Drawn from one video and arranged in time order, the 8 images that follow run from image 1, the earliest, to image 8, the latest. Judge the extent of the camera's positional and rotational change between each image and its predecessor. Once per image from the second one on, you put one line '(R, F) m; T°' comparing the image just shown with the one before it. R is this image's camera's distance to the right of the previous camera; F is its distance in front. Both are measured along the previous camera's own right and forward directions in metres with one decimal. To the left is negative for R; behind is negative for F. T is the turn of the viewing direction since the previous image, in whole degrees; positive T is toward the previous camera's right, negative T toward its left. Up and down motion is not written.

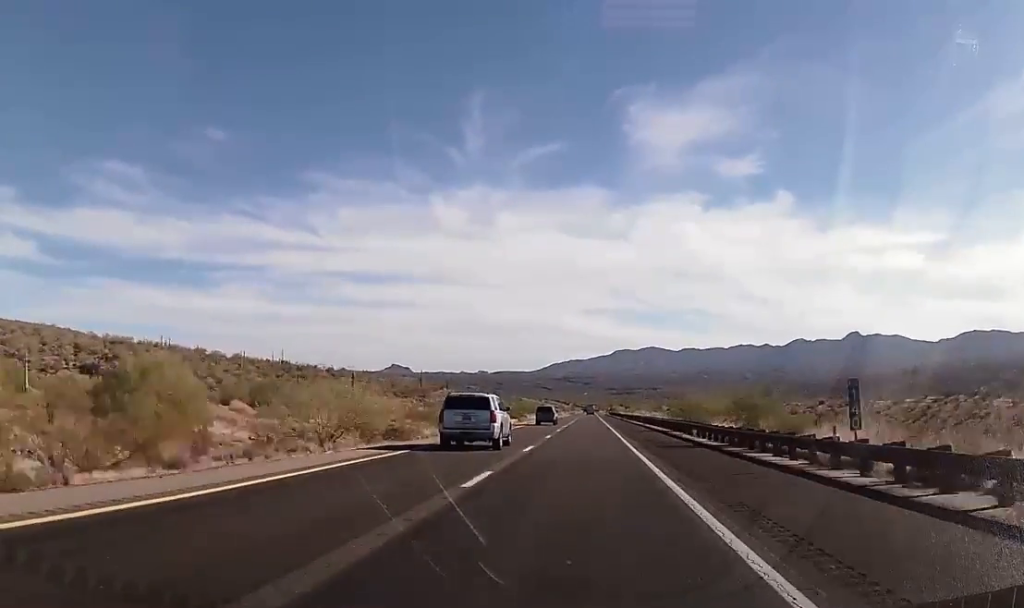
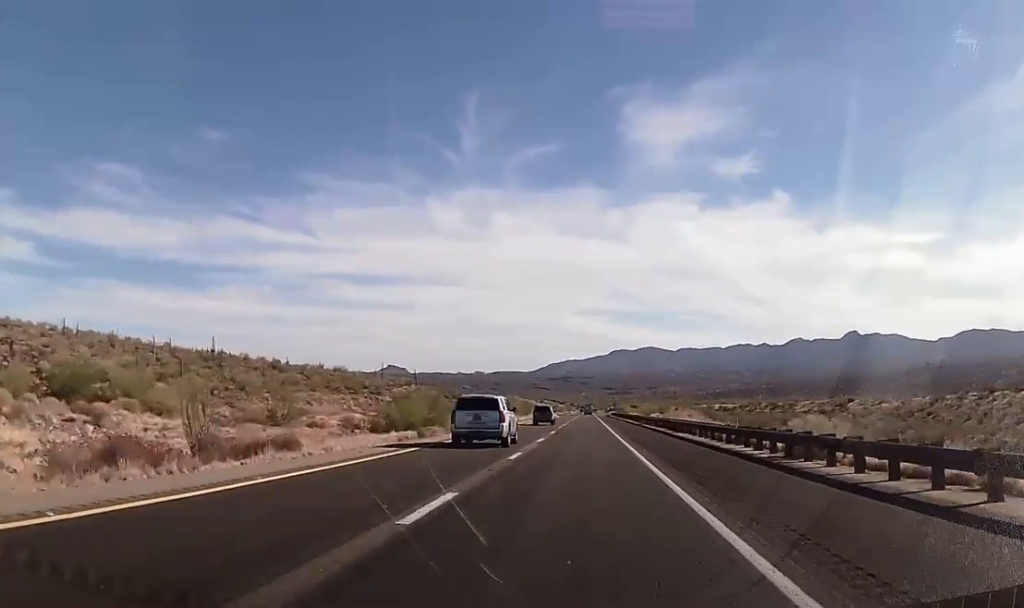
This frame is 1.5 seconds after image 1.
(+0.2, +53.2) m; 0°
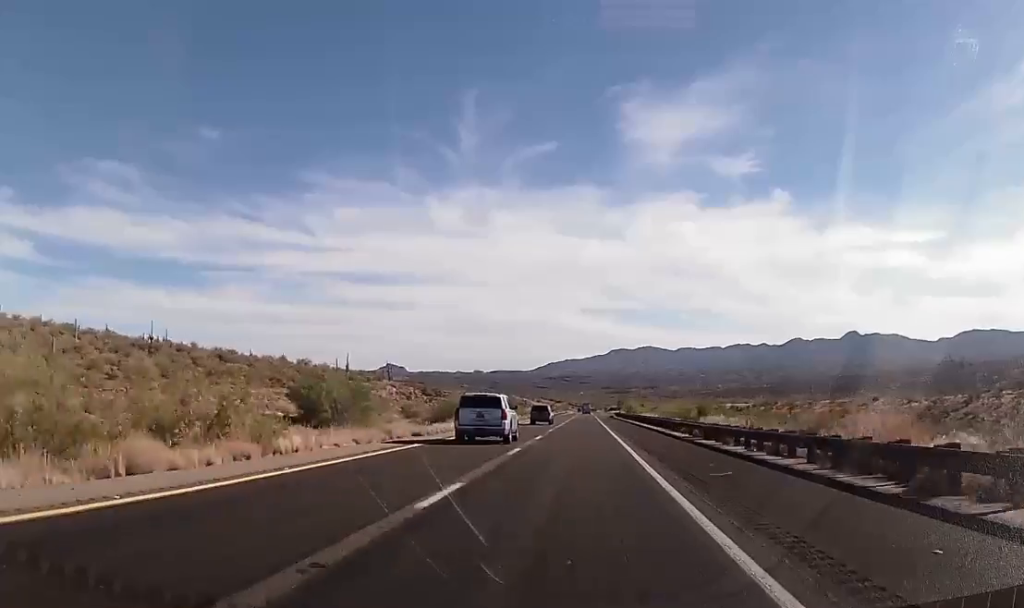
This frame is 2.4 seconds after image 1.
(+0.1, +33.9) m; -1°
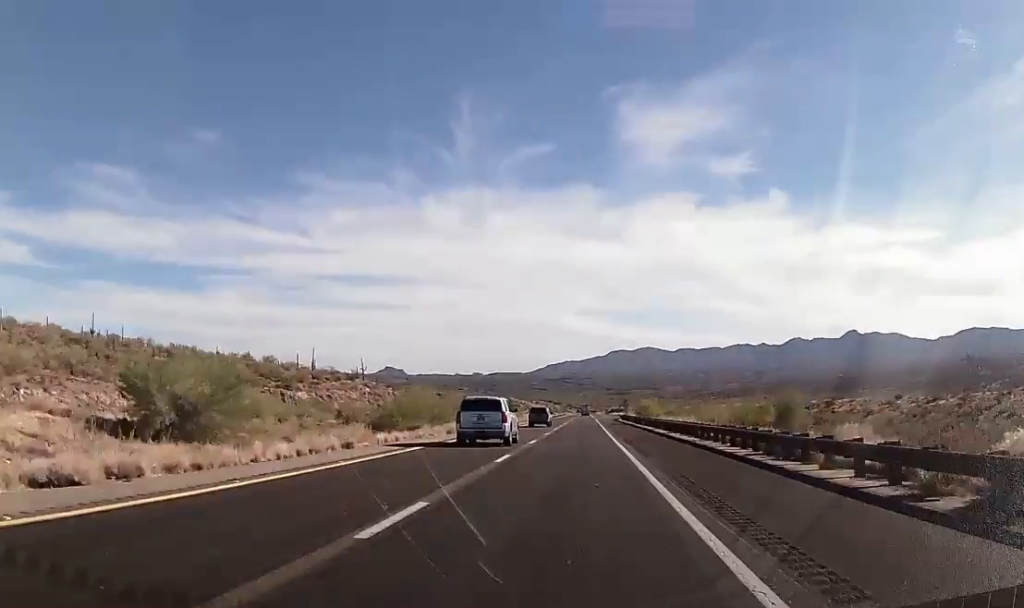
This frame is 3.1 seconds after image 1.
(-0.4, +26.6) m; 0°
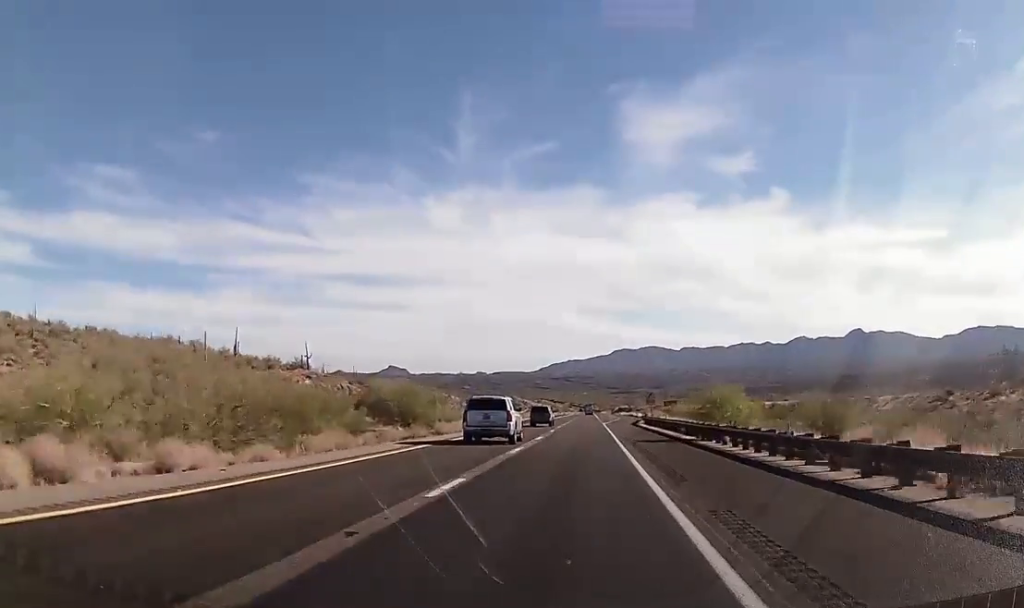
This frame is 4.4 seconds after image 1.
(+0.4, +44.8) m; +1°
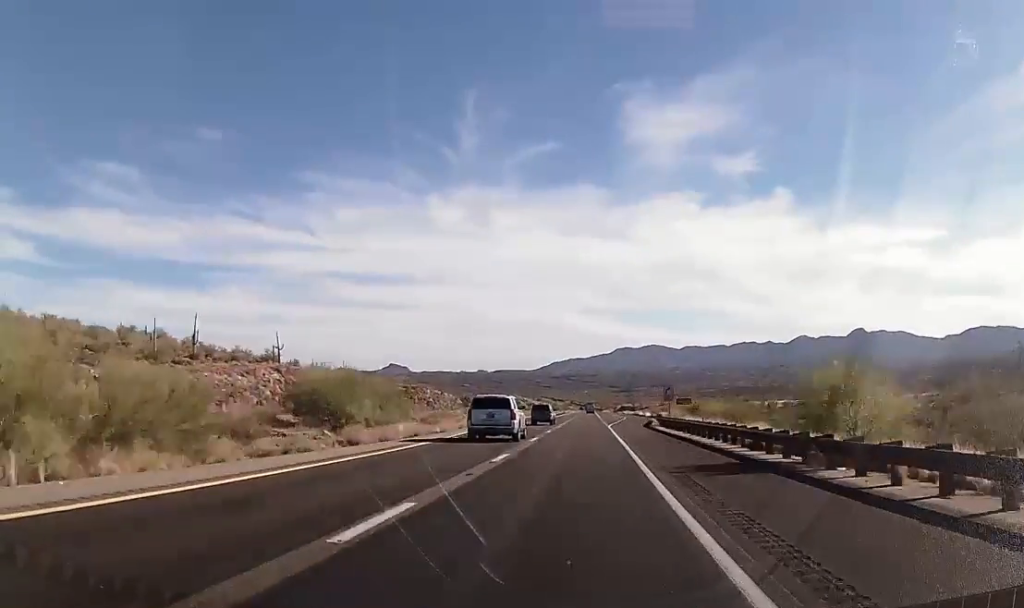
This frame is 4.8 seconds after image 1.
(+0.2, +16.9) m; 0°
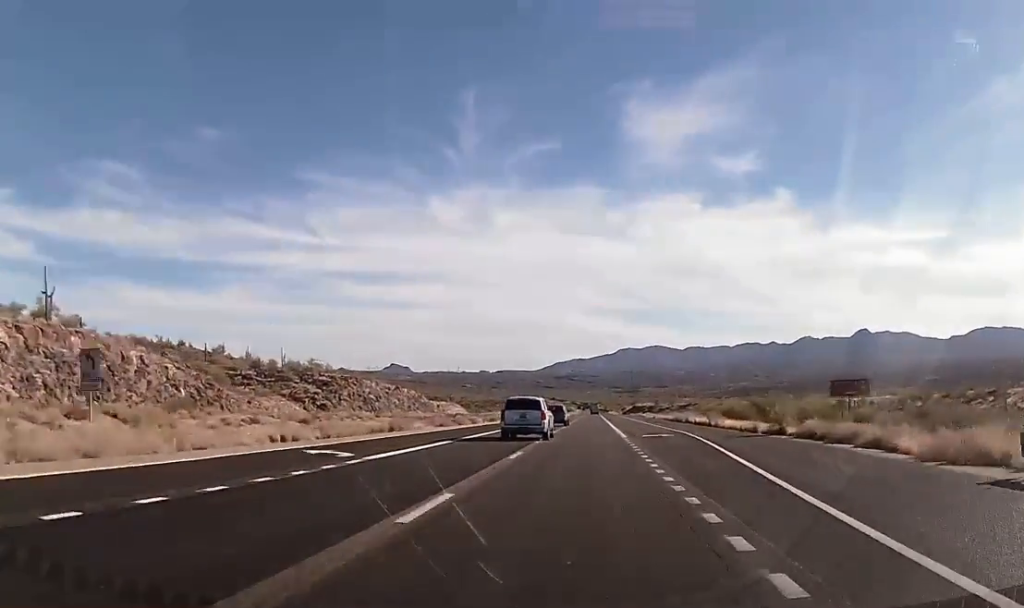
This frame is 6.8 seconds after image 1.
(-0.9, +72.1) m; -1°
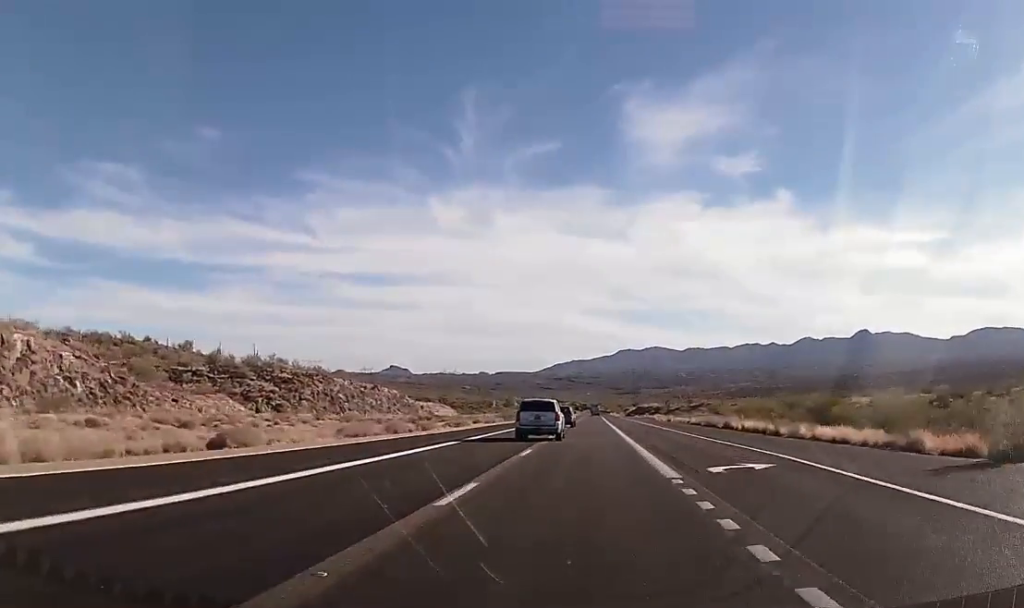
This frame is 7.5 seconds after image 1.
(0.0, +22.5) m; 0°
